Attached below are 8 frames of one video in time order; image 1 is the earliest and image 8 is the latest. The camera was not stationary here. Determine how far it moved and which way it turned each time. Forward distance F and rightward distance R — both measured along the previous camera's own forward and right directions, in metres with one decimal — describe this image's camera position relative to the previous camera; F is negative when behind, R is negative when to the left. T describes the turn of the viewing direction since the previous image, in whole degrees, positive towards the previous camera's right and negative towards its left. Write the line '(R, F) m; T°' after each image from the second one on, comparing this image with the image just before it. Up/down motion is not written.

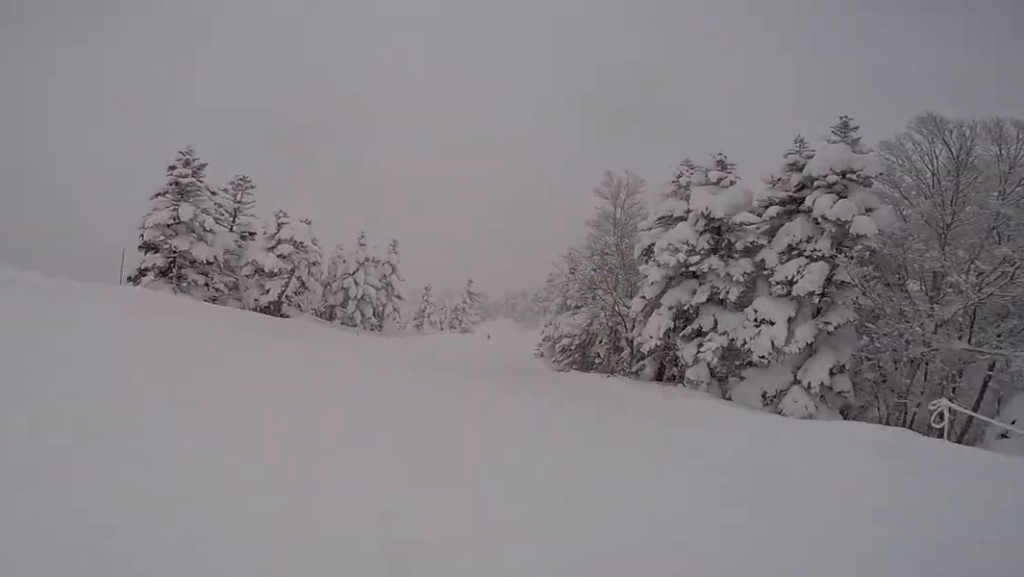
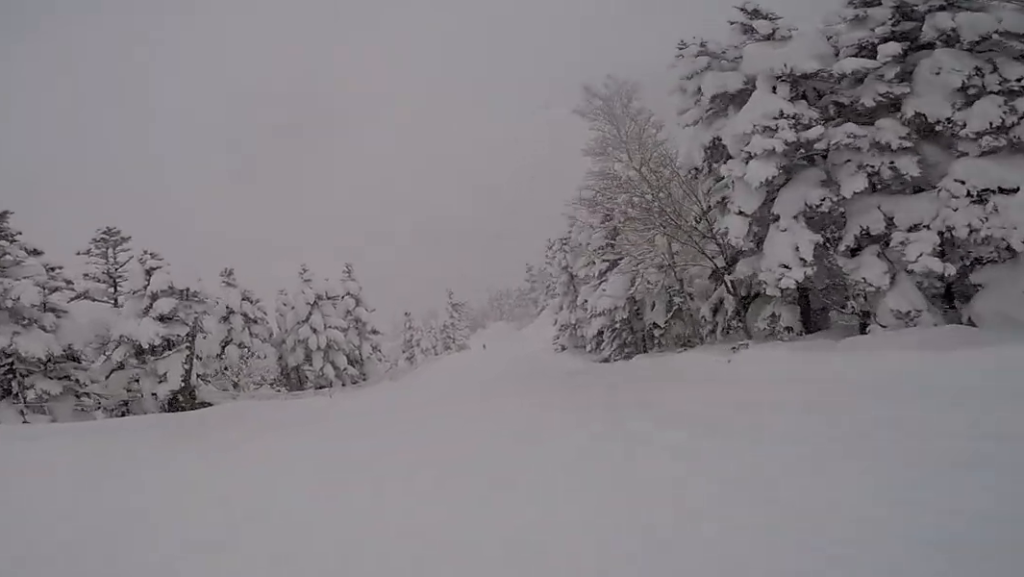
(+0.3, +7.5) m; +3°
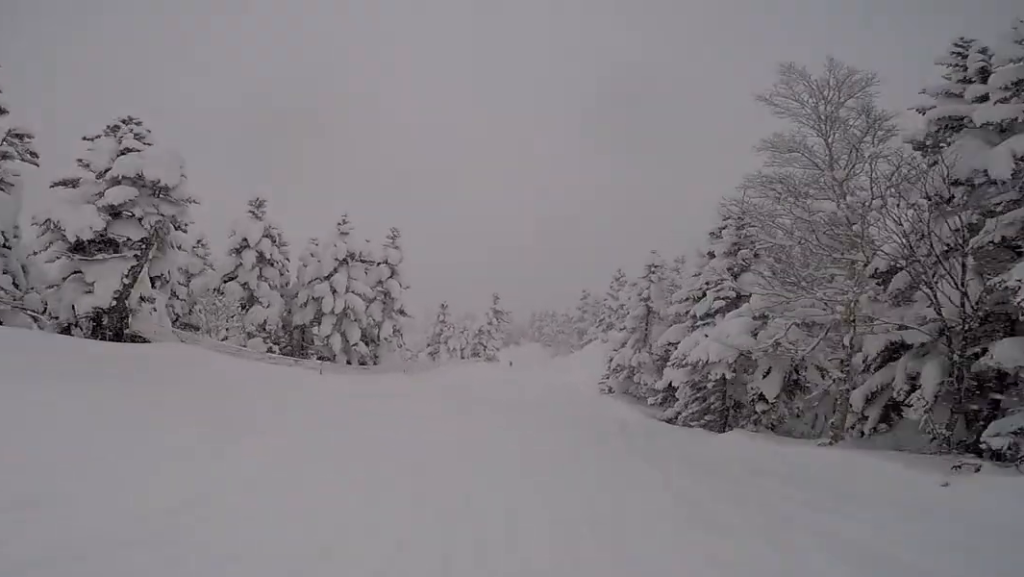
(0.0, +4.4) m; +1°
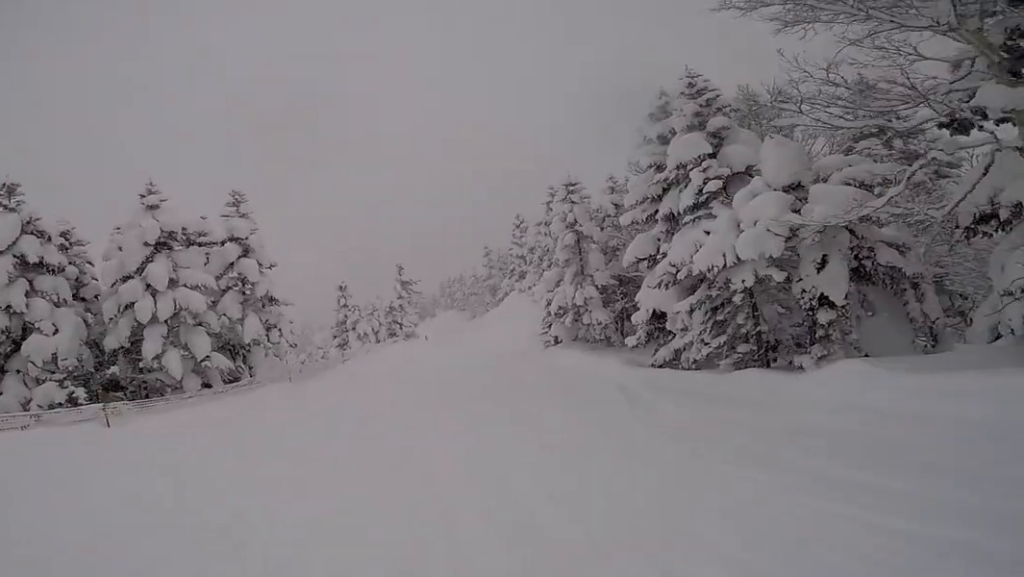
(+0.1, +6.5) m; +3°
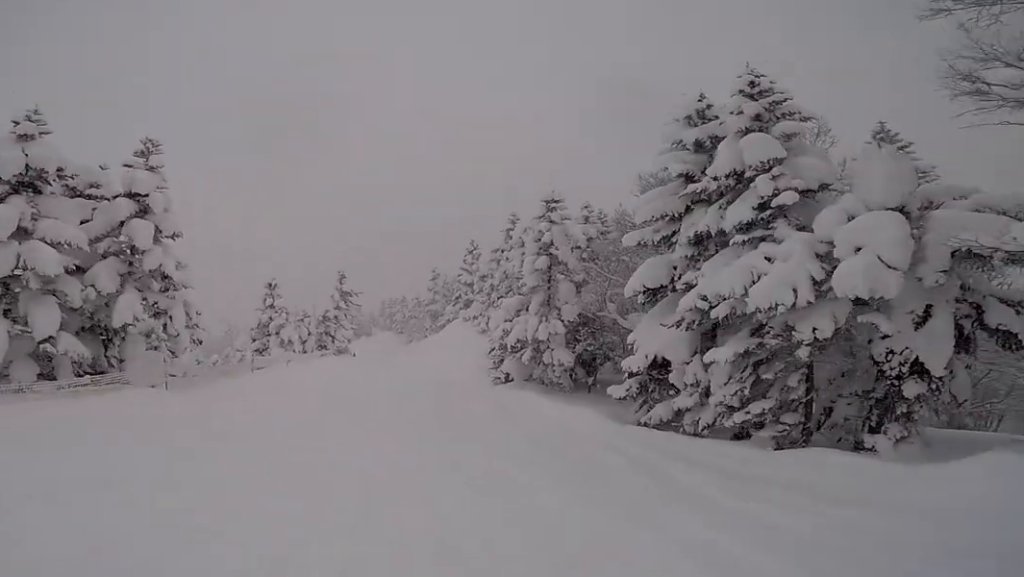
(+0.1, +3.7) m; +1°
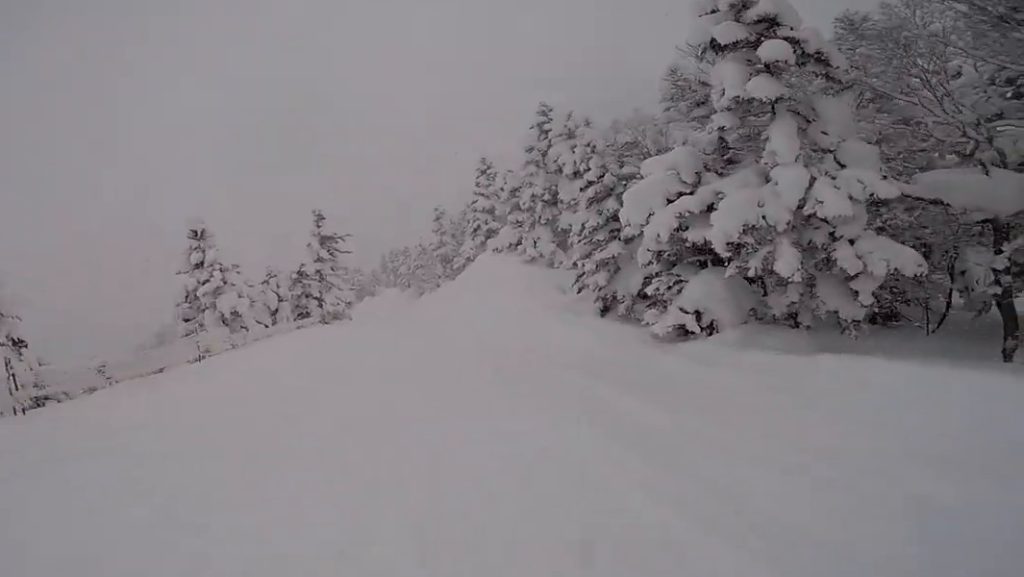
(-0.1, +11.8) m; +4°
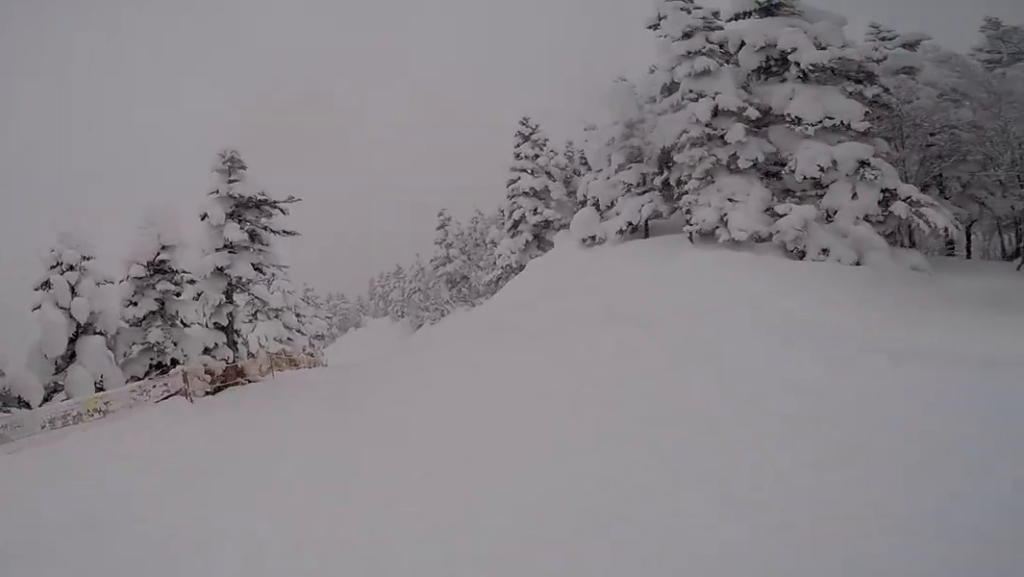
(+0.2, +15.8) m; -6°
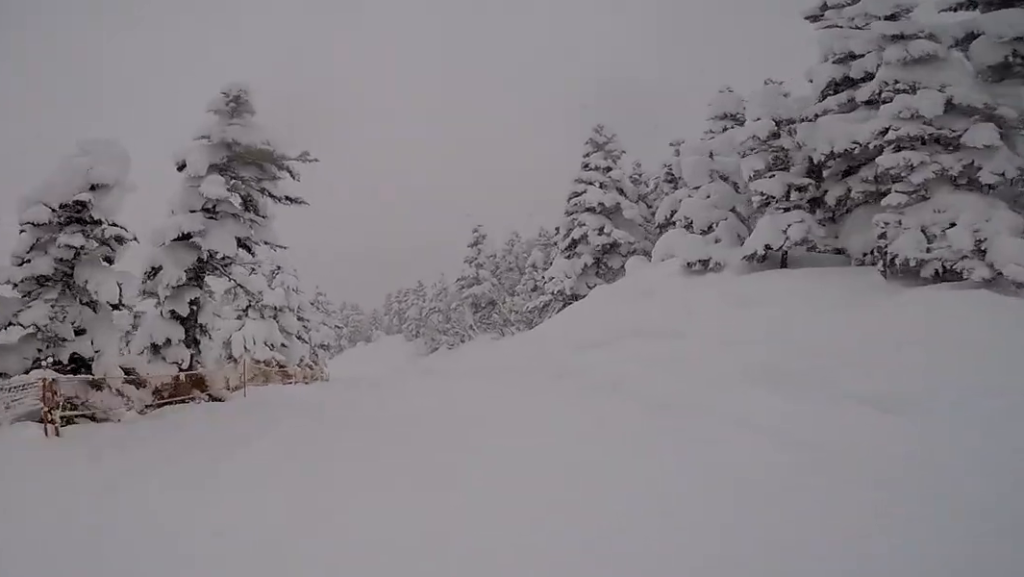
(-0.1, +4.4) m; +4°
